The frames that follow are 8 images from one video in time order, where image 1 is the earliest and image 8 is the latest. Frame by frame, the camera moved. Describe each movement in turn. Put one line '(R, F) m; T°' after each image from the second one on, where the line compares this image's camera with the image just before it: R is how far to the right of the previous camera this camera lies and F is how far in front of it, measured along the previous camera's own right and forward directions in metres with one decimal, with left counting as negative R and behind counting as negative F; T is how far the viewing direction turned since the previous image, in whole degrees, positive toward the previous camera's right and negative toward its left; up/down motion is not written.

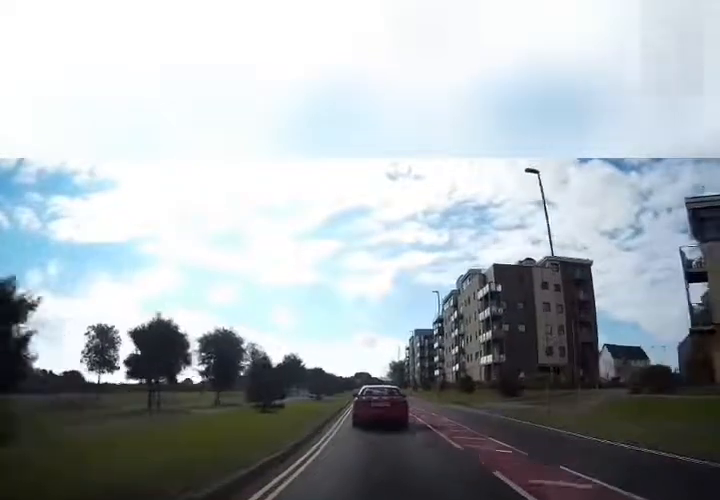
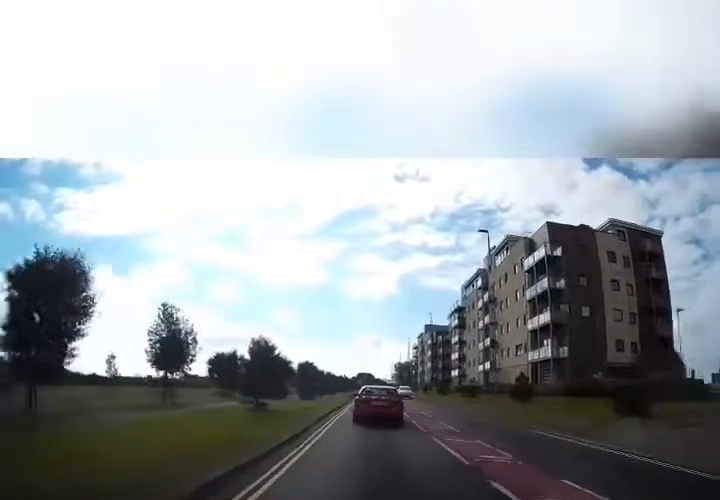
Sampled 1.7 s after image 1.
(+0.2, +18.2) m; -1°
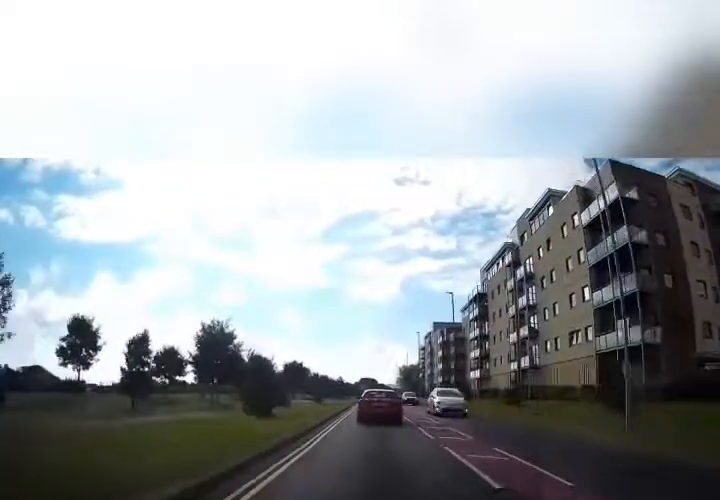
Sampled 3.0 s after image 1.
(-0.3, +14.3) m; -2°
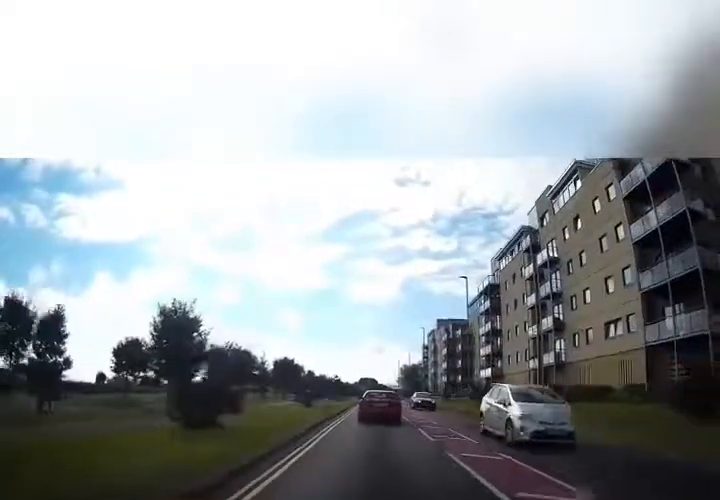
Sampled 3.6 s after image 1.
(0.0, +6.4) m; 0°
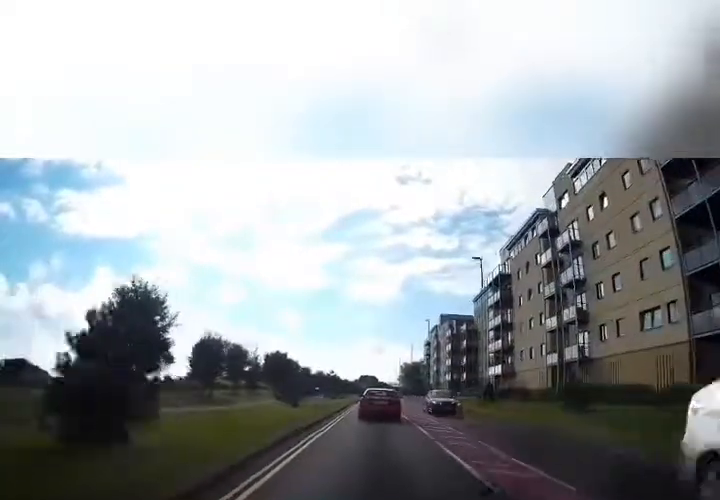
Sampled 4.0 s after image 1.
(-0.1, +4.6) m; +1°
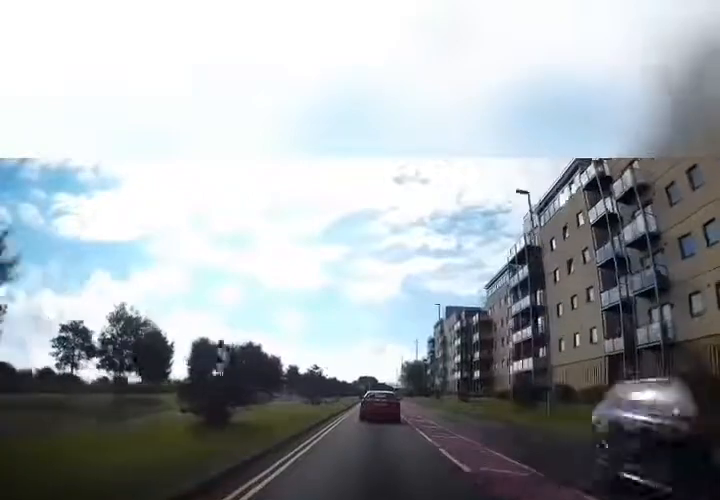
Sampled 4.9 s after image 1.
(+0.2, +10.8) m; +1°
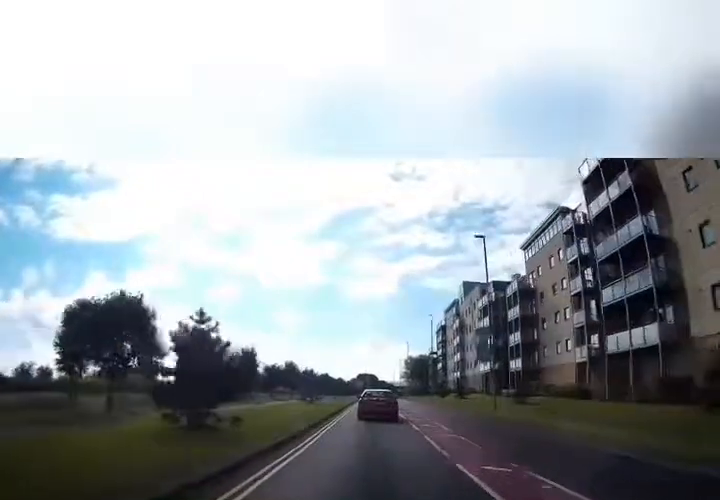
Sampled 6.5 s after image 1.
(-0.2, +20.0) m; 0°
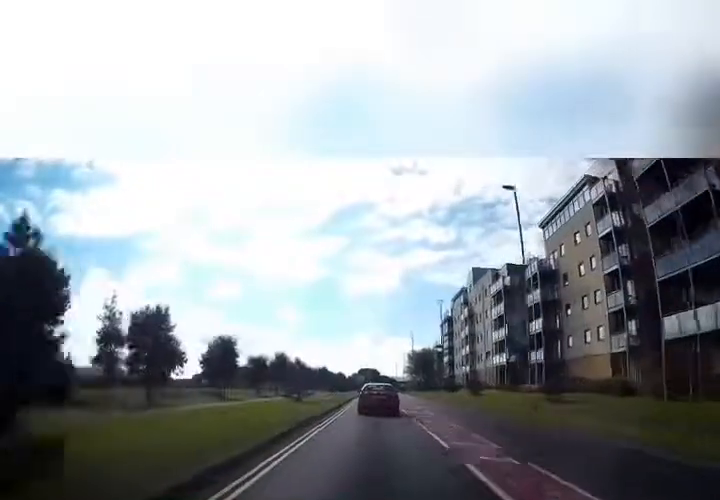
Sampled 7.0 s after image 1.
(+0.2, +6.2) m; 0°
